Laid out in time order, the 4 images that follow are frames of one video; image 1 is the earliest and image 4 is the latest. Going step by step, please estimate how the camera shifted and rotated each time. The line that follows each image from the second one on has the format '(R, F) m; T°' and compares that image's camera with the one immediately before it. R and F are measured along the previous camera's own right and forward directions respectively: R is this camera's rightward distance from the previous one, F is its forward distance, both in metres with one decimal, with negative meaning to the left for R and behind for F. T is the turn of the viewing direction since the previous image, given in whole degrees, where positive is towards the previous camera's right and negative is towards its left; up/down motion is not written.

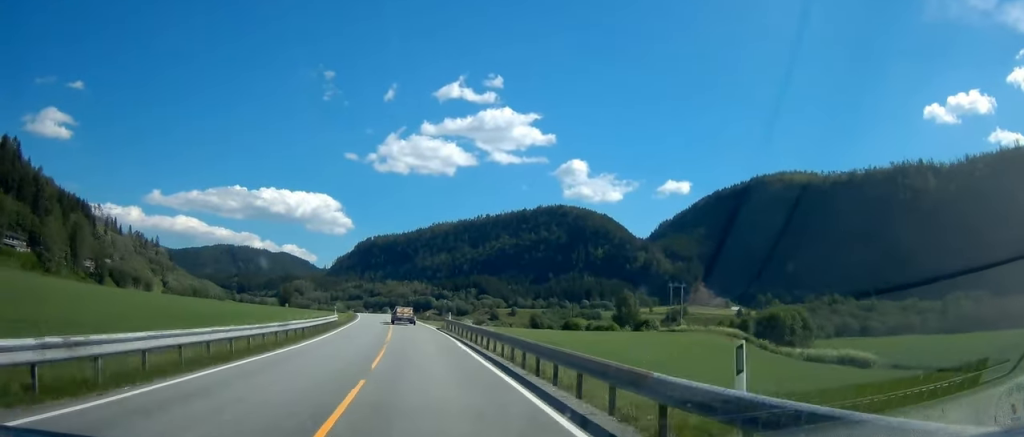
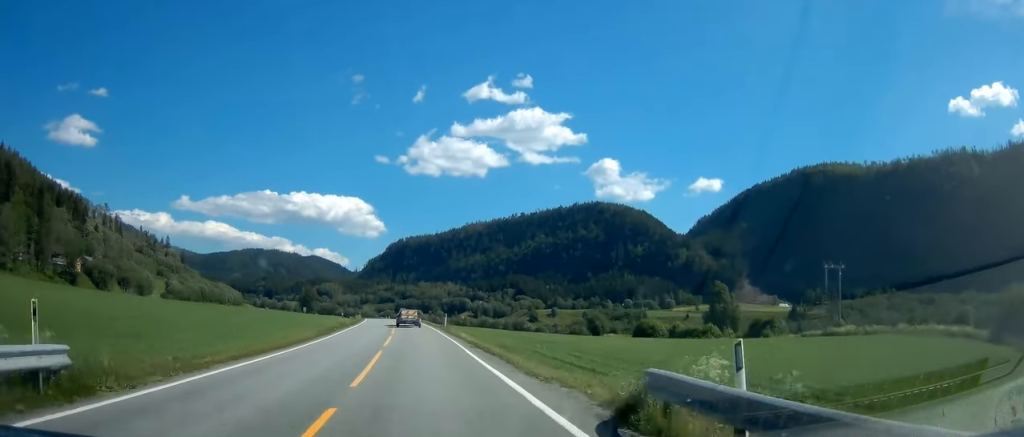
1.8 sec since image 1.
(-0.9, +41.3) m; -3°
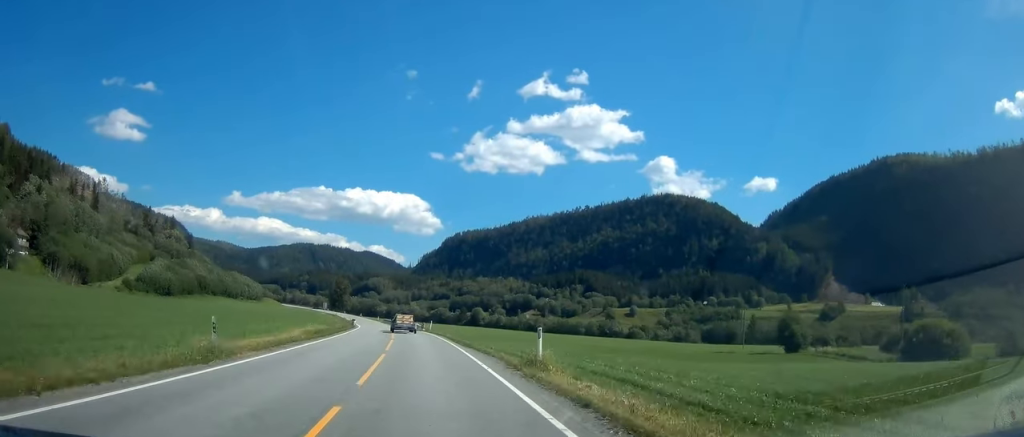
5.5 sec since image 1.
(-6.0, +90.8) m; -7°
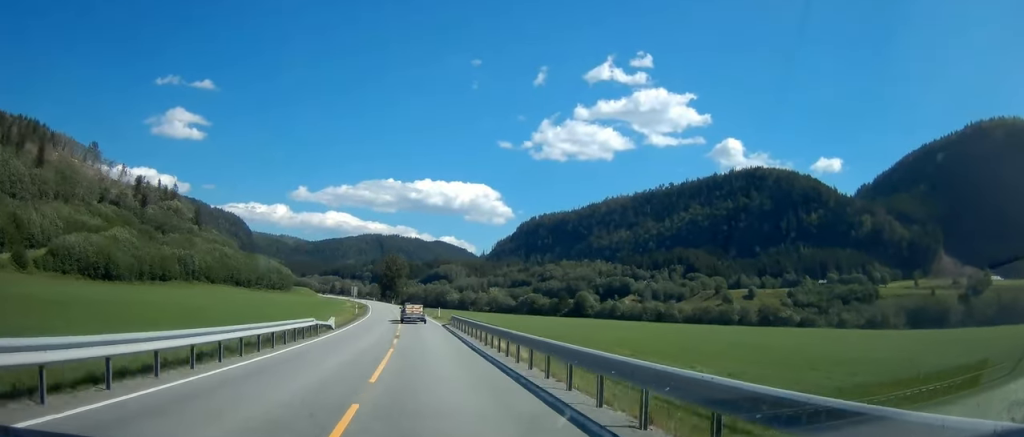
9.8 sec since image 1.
(-3.9, +96.7) m; -5°
